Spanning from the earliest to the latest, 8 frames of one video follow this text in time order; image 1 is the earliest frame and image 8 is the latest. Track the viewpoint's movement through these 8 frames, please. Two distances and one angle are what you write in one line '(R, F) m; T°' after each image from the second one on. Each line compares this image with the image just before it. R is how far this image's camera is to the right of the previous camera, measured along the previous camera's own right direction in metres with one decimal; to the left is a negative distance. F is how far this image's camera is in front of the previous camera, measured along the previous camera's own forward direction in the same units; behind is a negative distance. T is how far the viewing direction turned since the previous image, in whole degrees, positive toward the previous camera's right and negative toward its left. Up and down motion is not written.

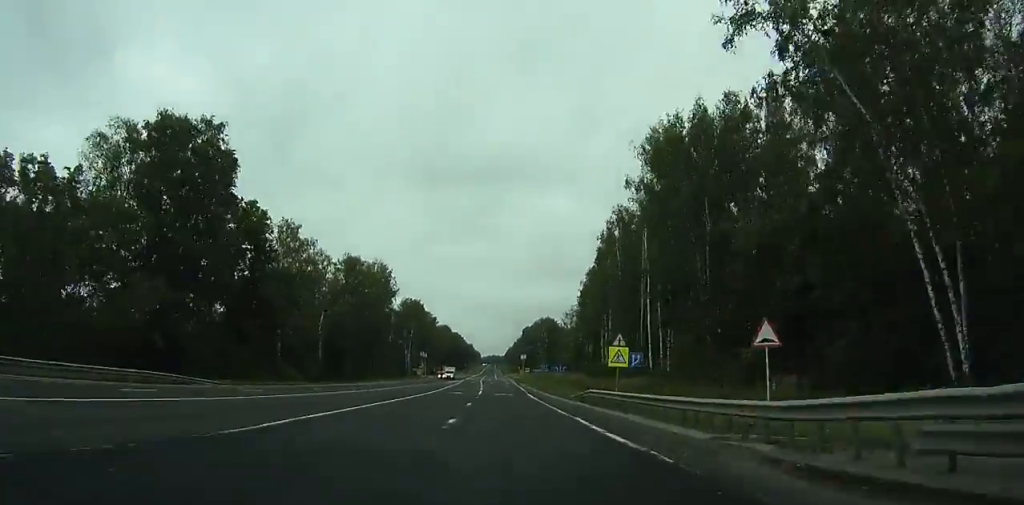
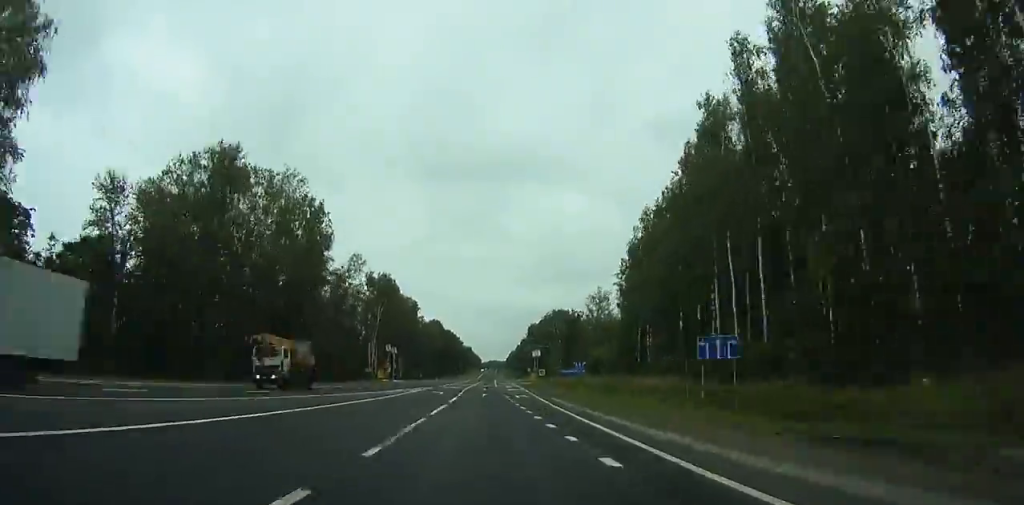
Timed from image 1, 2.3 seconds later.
(+0.3, +62.7) m; 0°
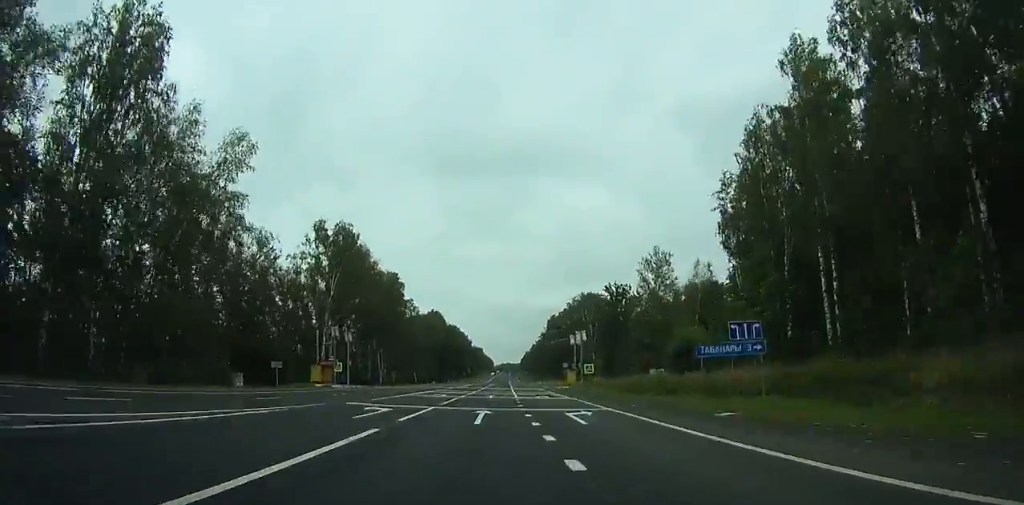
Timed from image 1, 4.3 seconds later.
(+0.2, +53.9) m; 0°
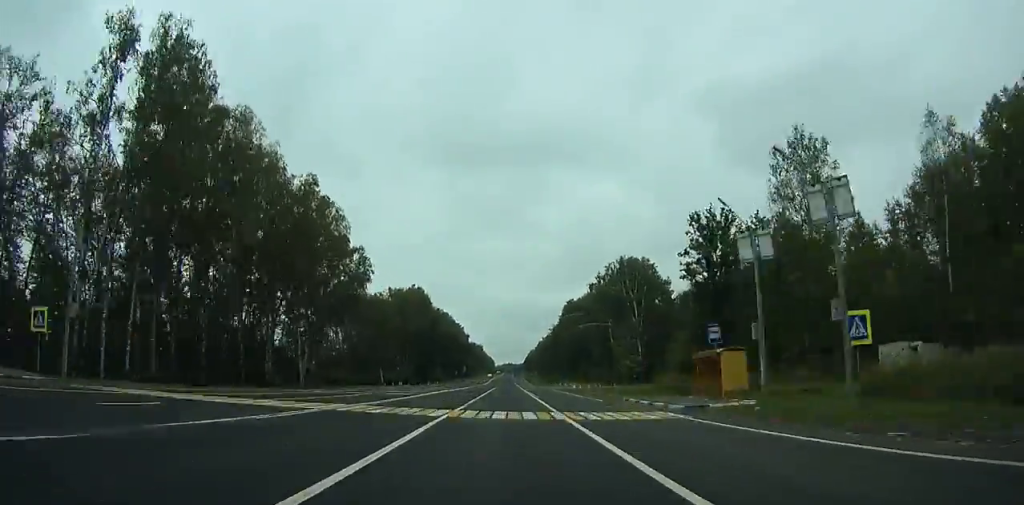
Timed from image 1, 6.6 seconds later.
(-0.8, +61.2) m; -1°
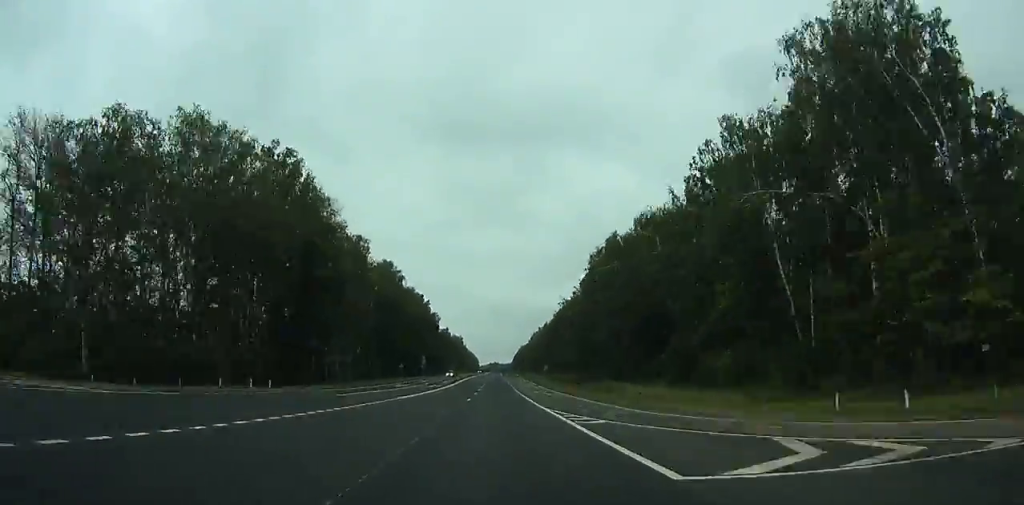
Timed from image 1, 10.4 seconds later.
(+0.2, +100.3) m; +1°
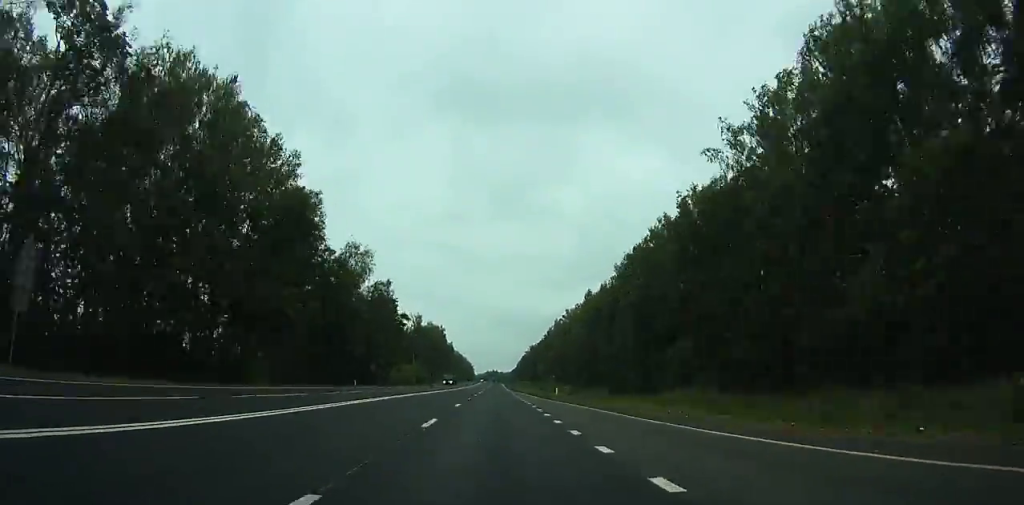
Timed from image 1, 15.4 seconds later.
(+1.3, +132.1) m; +1°
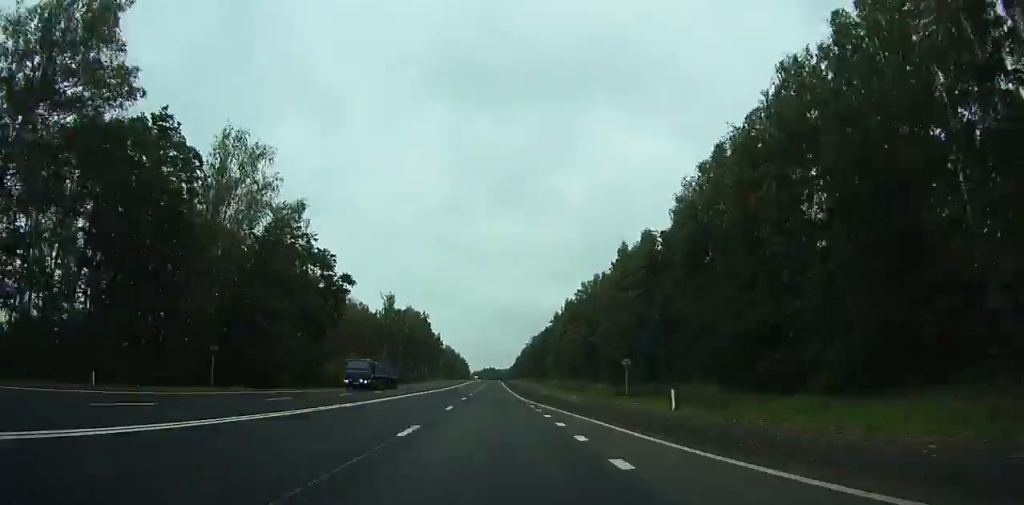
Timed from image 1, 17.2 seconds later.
(0.0, +48.3) m; 0°
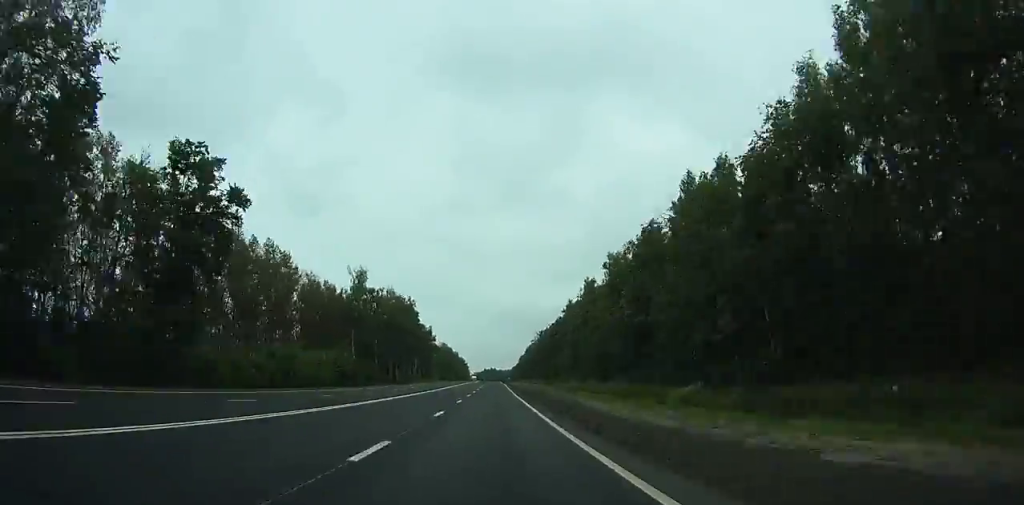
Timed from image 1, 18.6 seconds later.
(0.0, +37.6) m; 0°
